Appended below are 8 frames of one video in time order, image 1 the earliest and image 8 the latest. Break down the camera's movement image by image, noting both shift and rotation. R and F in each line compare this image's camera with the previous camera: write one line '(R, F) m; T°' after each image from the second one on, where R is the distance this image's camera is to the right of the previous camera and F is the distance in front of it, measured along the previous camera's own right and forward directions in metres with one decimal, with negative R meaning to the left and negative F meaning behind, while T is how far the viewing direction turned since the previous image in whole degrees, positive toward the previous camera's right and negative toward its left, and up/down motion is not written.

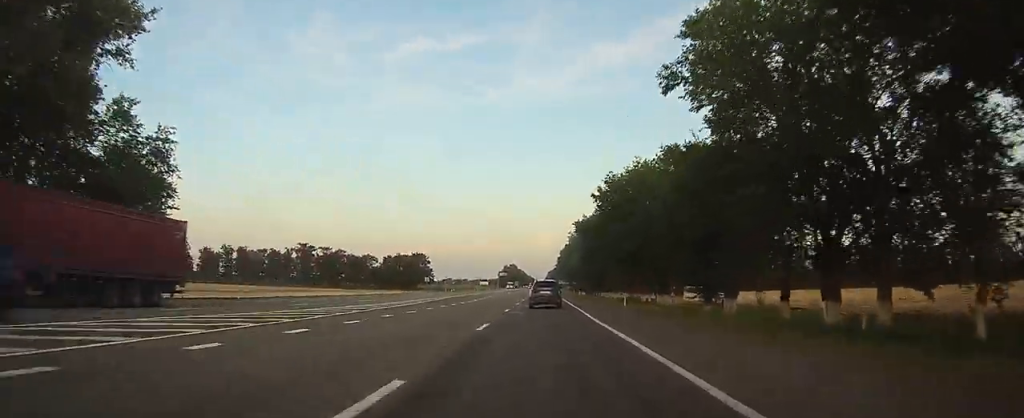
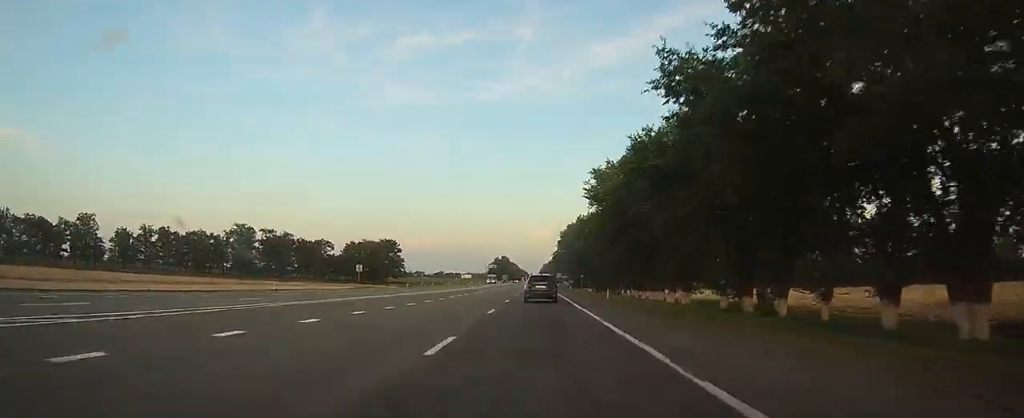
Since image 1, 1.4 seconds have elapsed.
(+1.5, +42.0) m; +4°
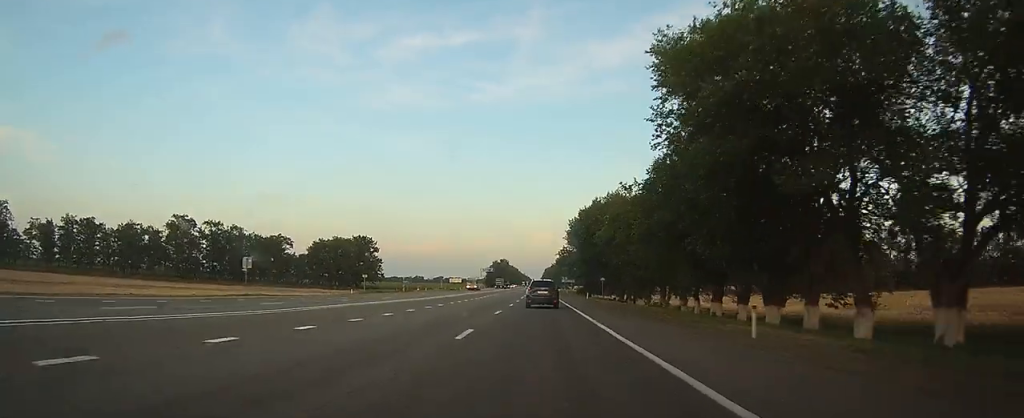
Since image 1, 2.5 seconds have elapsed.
(+0.2, +31.8) m; +1°
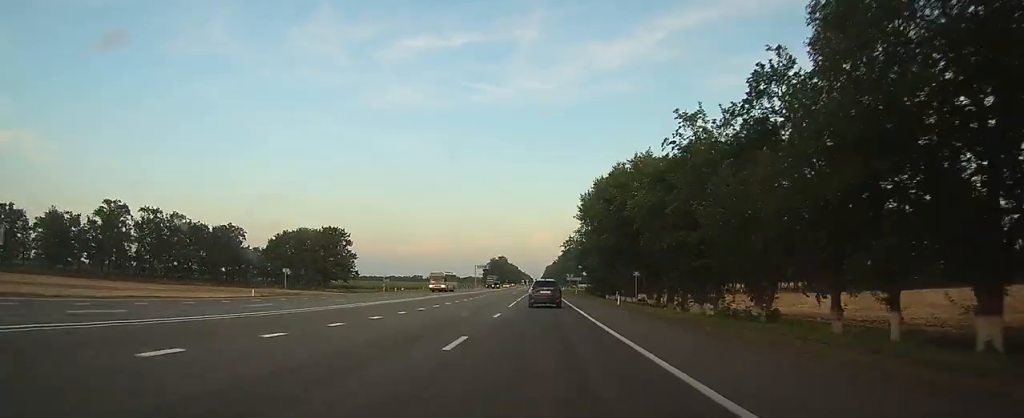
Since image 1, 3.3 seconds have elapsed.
(+0.4, +25.8) m; +1°
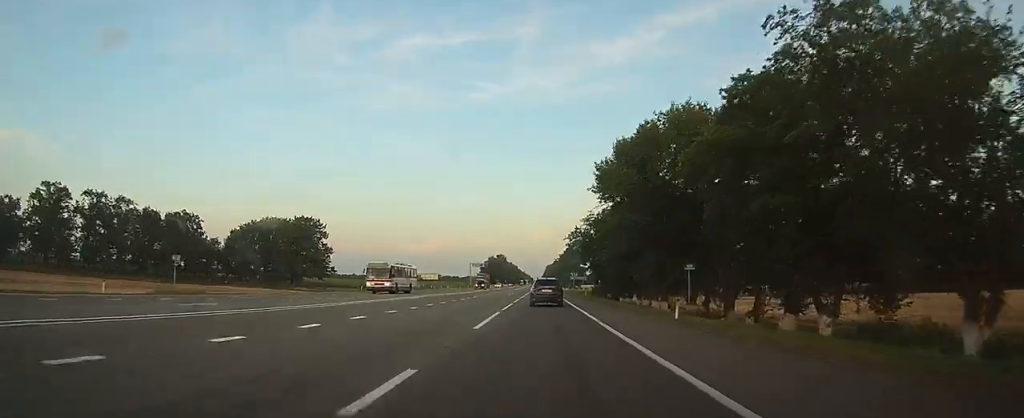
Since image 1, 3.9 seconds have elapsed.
(0.0, +17.9) m; 0°
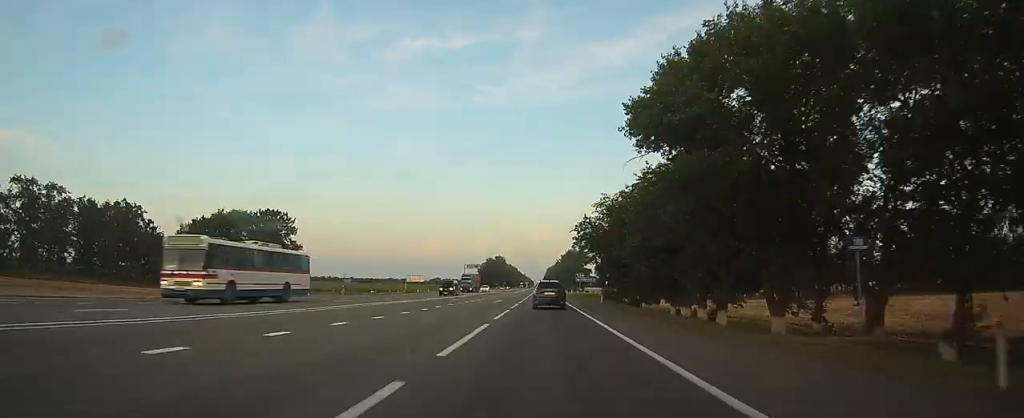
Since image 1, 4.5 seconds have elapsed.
(0.0, +17.9) m; 0°
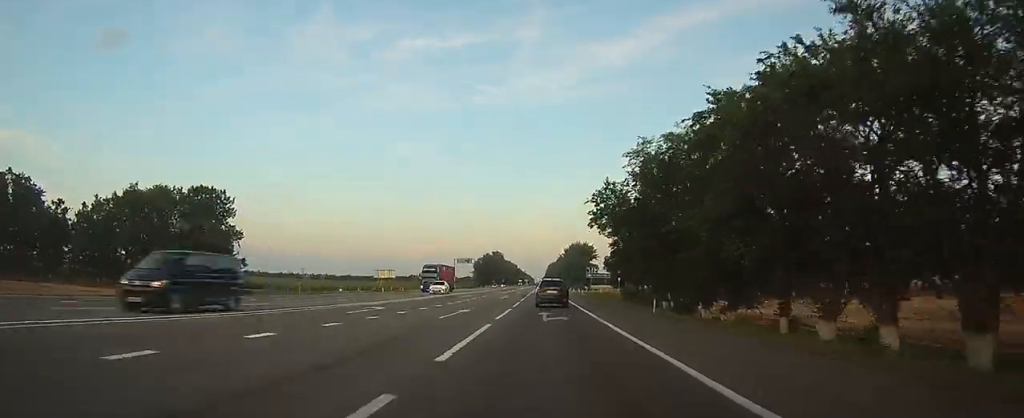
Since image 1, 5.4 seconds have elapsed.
(0.0, +24.9) m; 0°
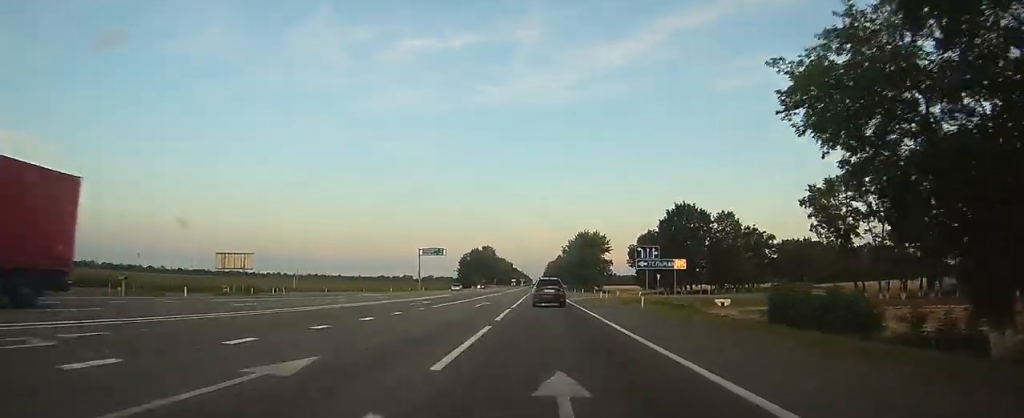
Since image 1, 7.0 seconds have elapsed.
(0.0, +48.9) m; 0°
